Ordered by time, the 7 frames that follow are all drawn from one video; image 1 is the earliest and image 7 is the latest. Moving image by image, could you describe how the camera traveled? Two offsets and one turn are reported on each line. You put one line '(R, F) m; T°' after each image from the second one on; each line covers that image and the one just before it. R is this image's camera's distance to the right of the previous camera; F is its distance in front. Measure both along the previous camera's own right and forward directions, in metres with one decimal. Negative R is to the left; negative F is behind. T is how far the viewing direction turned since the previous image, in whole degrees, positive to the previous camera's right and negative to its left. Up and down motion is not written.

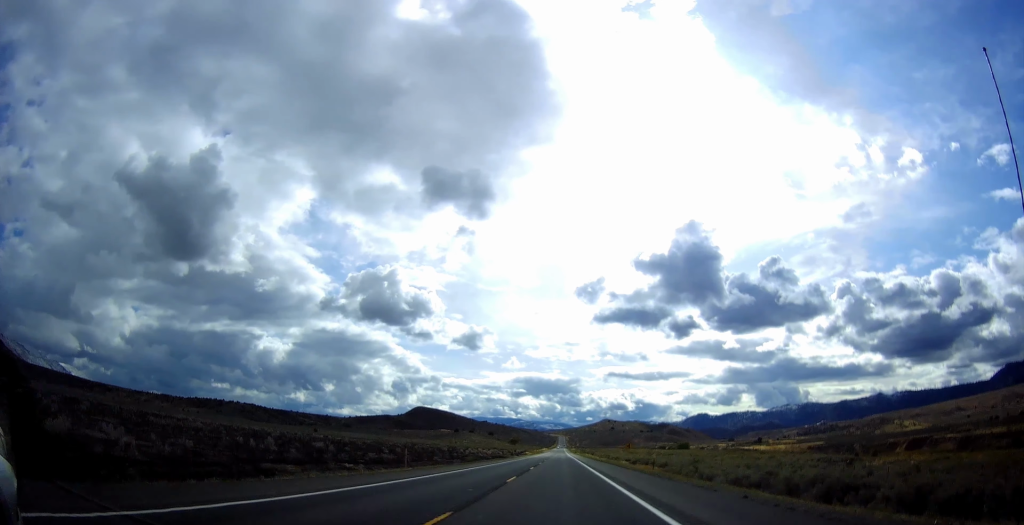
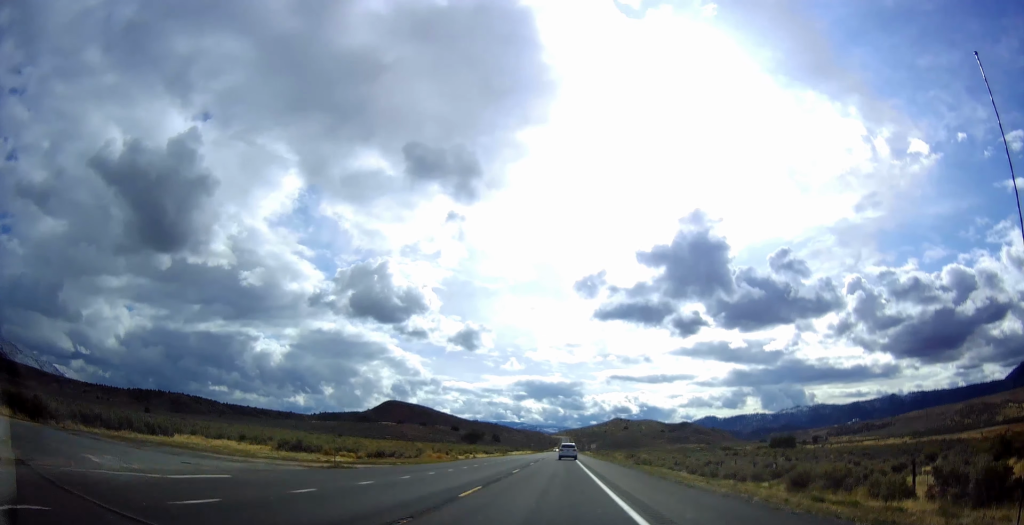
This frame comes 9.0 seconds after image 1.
(-0.2, +262.1) m; 0°
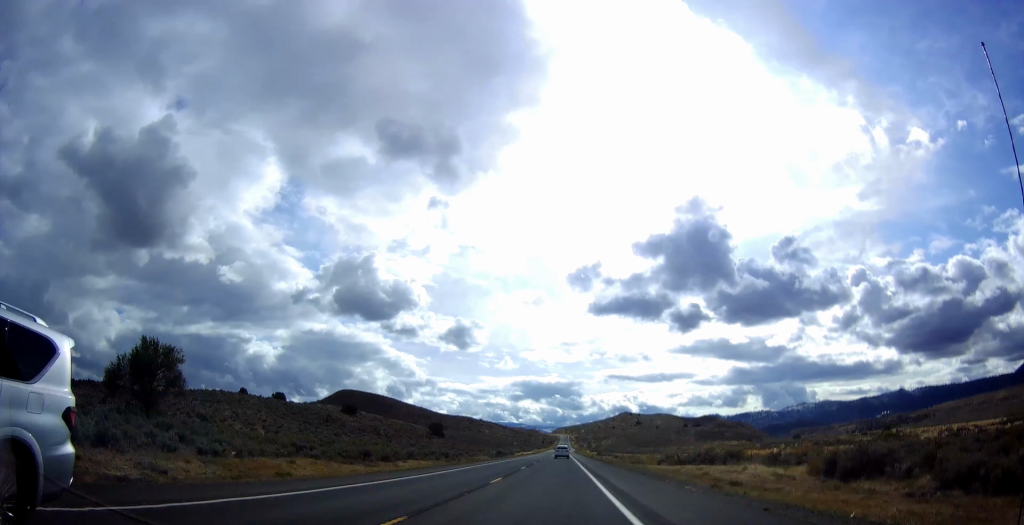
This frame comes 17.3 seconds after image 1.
(+0.1, +238.0) m; 0°
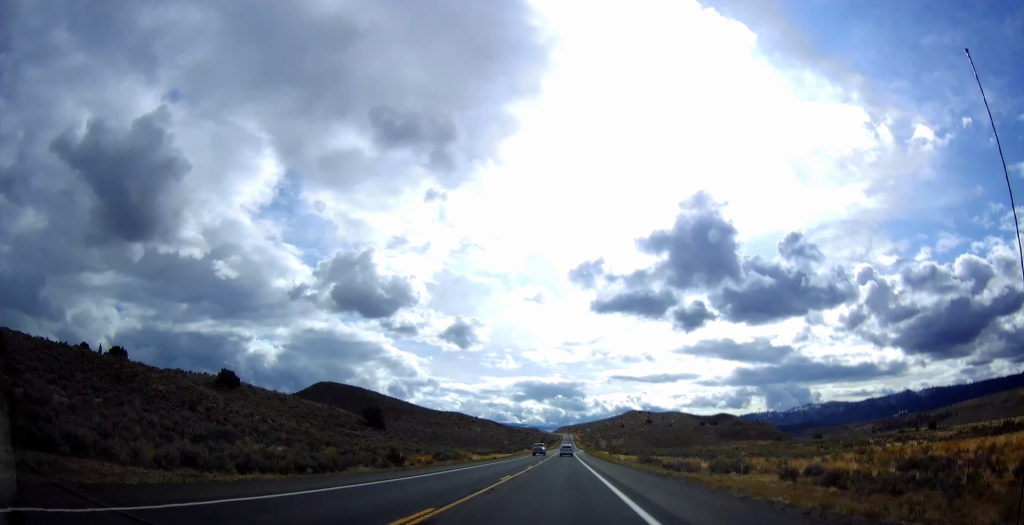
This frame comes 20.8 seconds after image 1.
(+0.3, +99.0) m; 0°
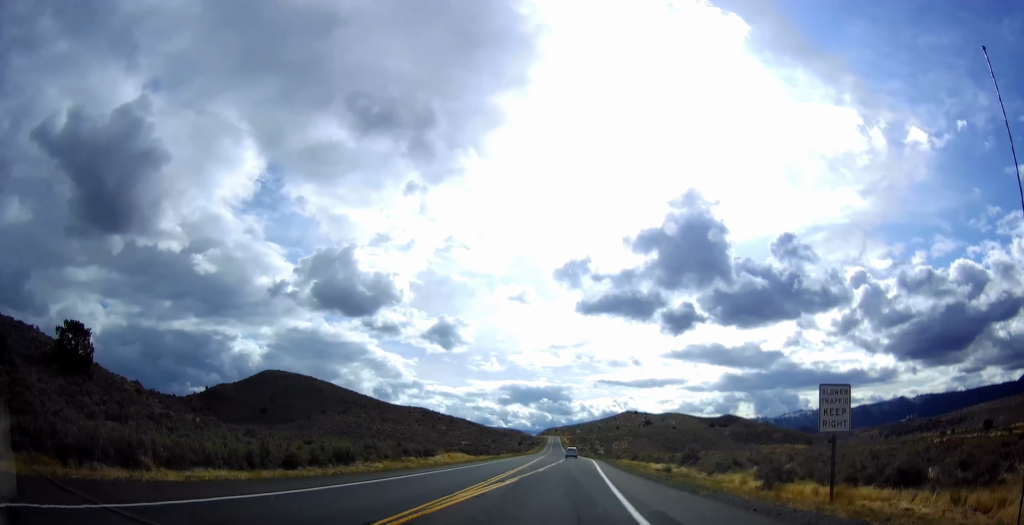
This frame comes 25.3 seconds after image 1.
(+0.3, +125.8) m; 0°
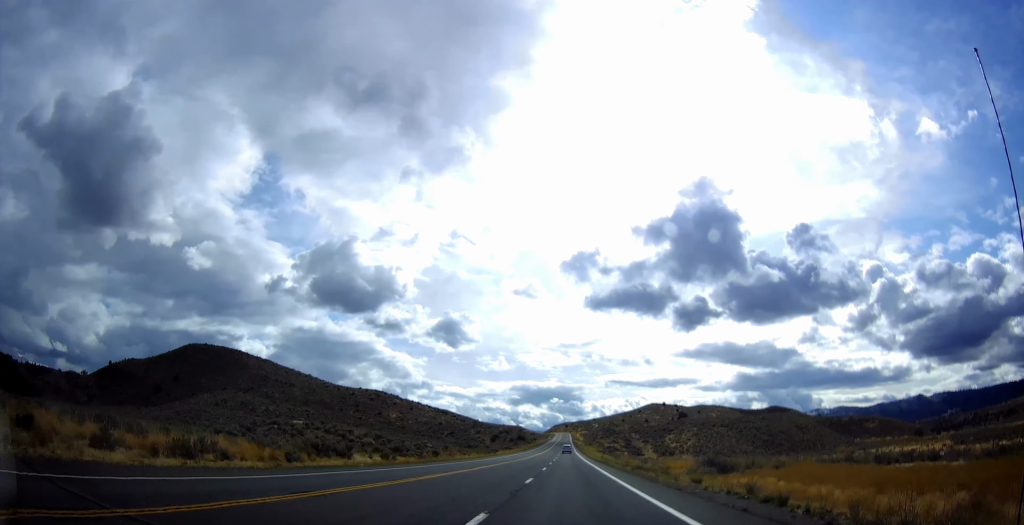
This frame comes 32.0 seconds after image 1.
(0.0, +184.1) m; 0°
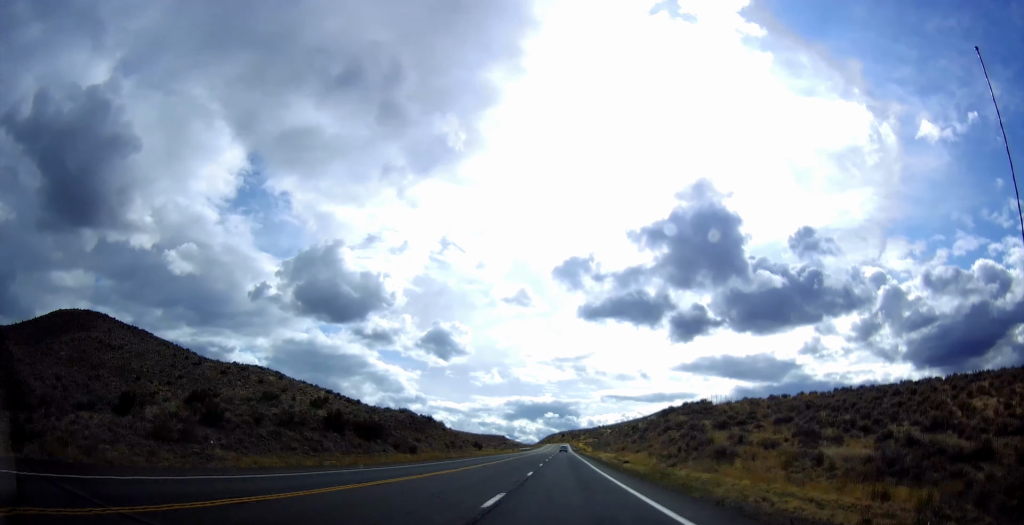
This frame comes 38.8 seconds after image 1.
(-0.8, +178.2) m; 0°
